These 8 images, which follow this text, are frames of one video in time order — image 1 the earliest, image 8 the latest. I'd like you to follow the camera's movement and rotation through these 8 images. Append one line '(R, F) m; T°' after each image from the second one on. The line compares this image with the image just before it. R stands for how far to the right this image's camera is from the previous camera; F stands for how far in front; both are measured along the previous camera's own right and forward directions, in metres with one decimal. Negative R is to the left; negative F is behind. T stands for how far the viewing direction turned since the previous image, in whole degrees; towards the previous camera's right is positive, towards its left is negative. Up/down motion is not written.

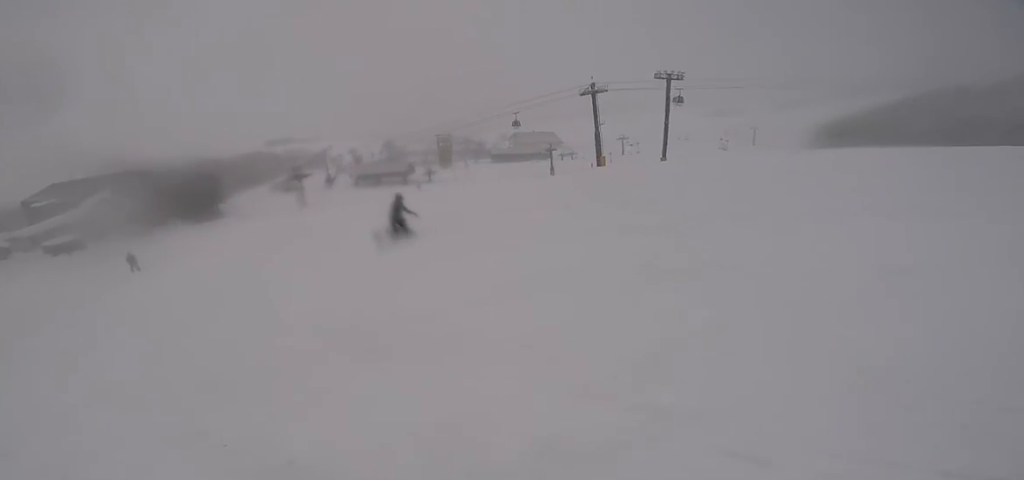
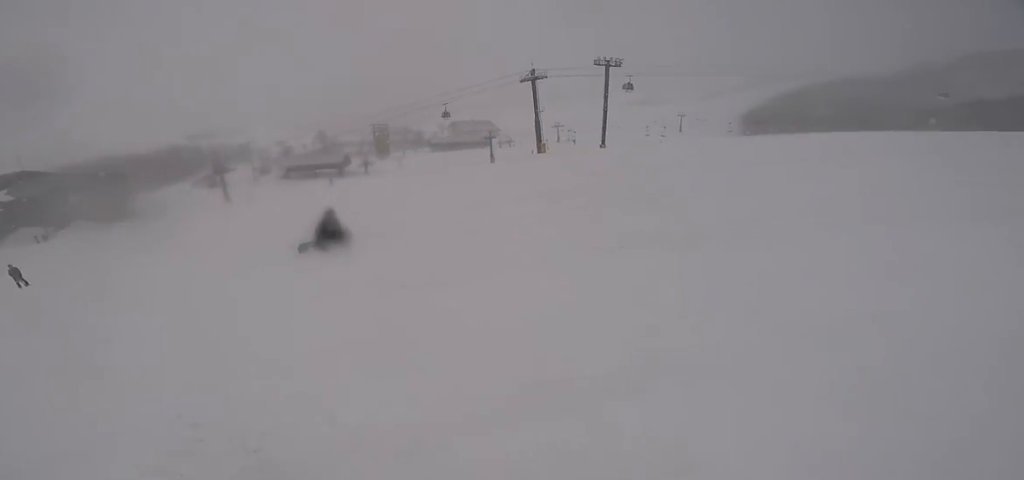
(+0.3, +2.1) m; +6°
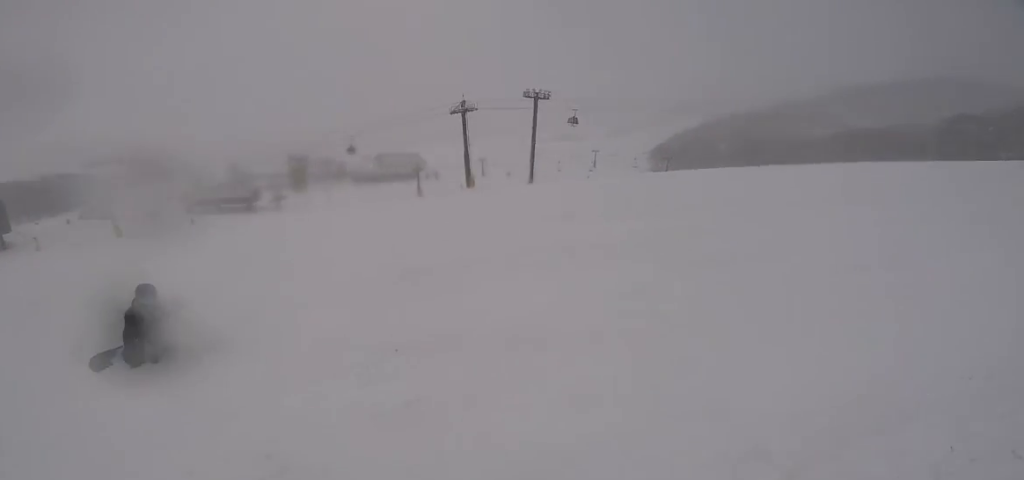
(+0.3, +3.7) m; +6°
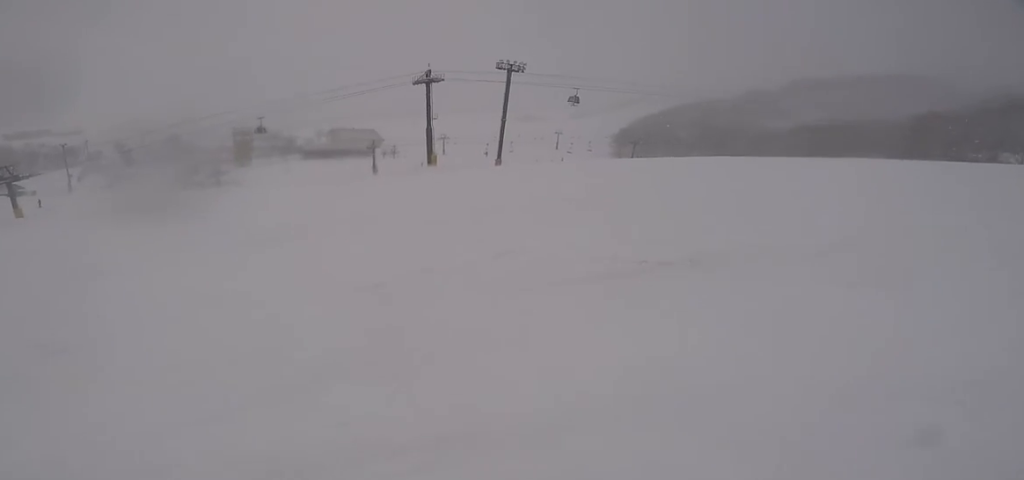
(0.0, +5.2) m; -7°
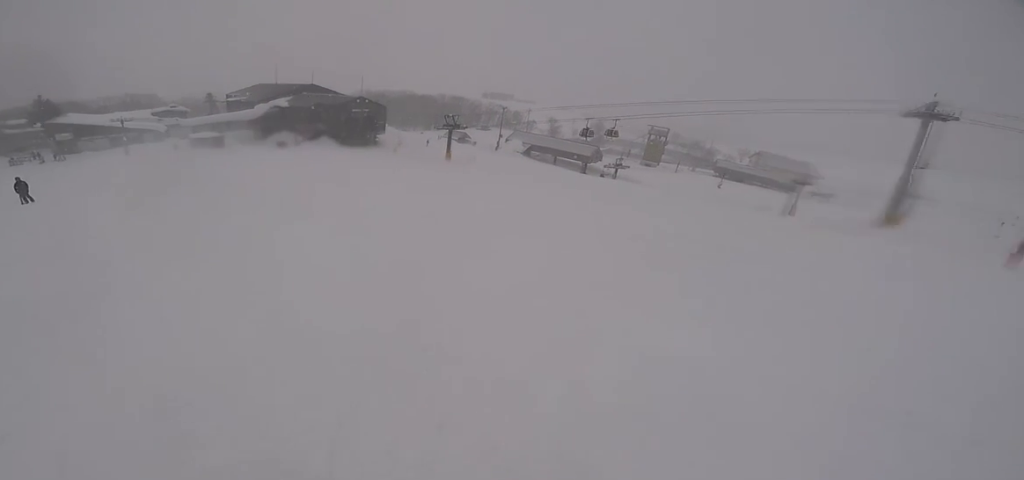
(-1.6, +6.2) m; -36°
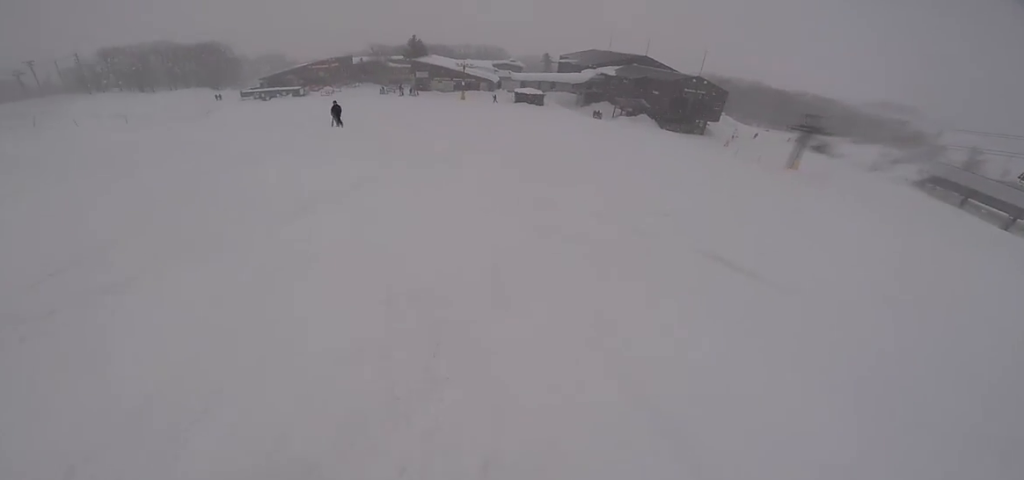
(-1.0, +3.5) m; -28°
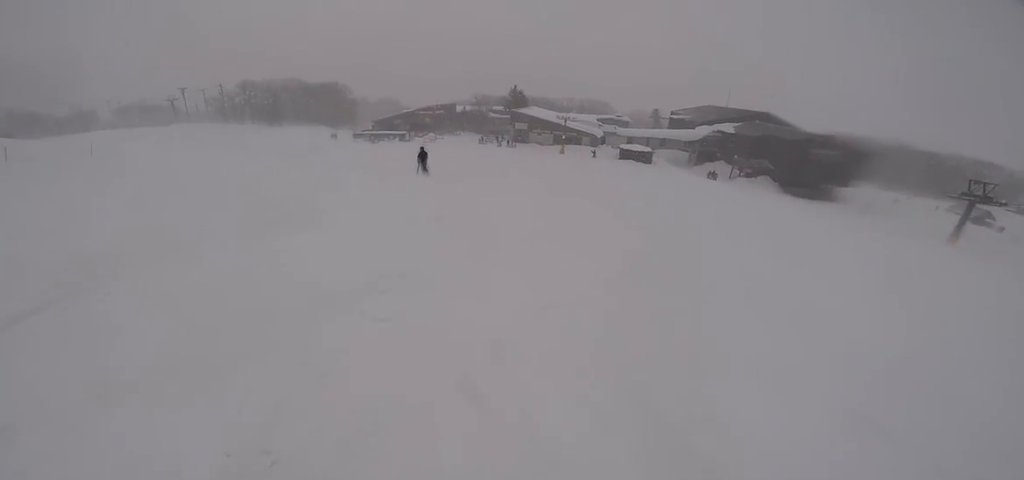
(-0.3, +2.2) m; -12°
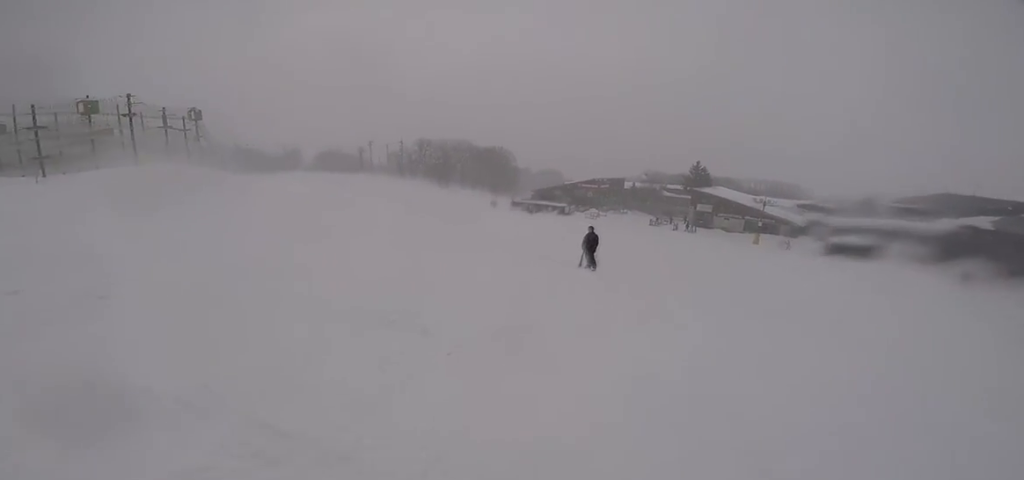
(-0.8, +4.7) m; -15°
